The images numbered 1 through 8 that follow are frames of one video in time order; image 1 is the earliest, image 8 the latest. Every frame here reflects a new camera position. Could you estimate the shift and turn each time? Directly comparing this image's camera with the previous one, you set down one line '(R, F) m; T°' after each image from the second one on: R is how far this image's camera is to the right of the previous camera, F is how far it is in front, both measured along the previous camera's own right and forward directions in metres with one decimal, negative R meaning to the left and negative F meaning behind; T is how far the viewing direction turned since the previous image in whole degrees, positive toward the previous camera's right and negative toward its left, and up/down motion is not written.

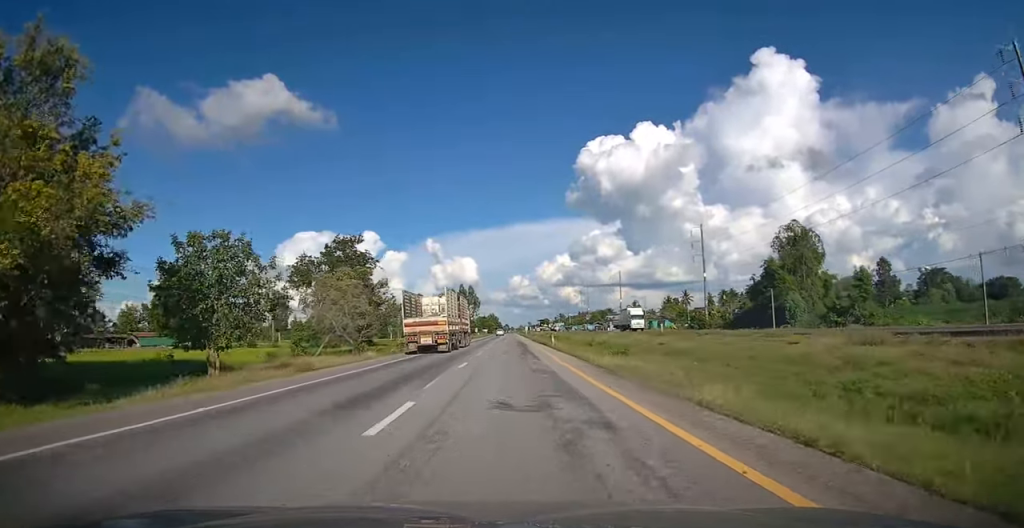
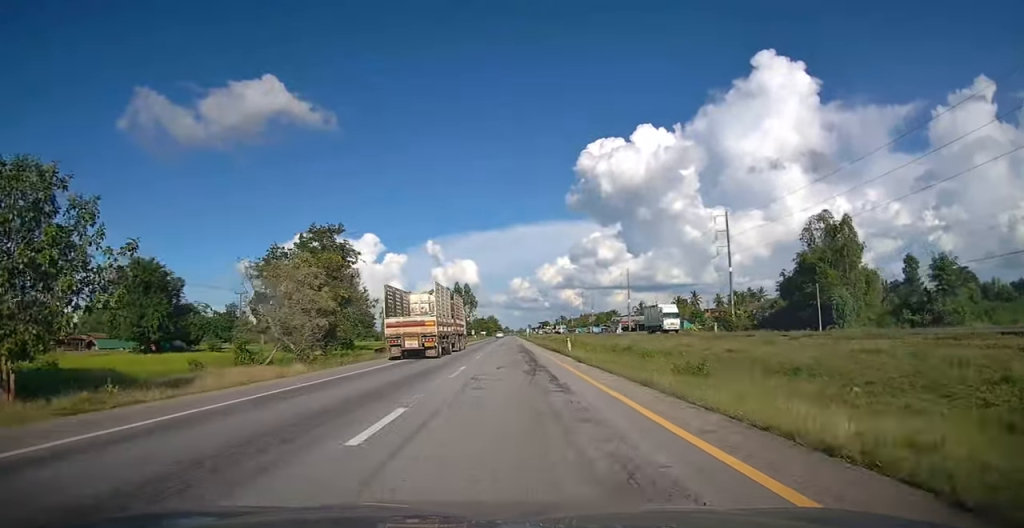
(0.0, +12.7) m; 0°
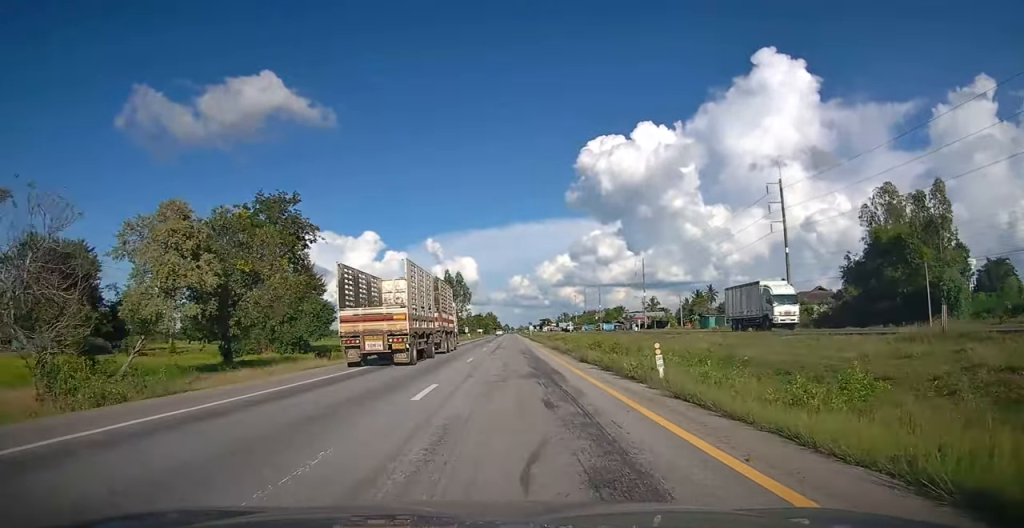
(0.0, +20.2) m; 0°
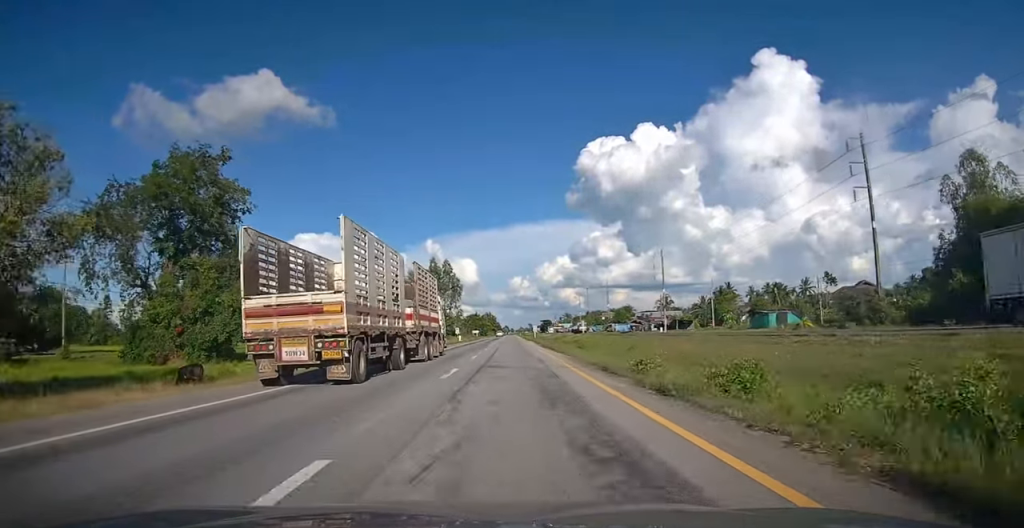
(-0.1, +19.8) m; 0°
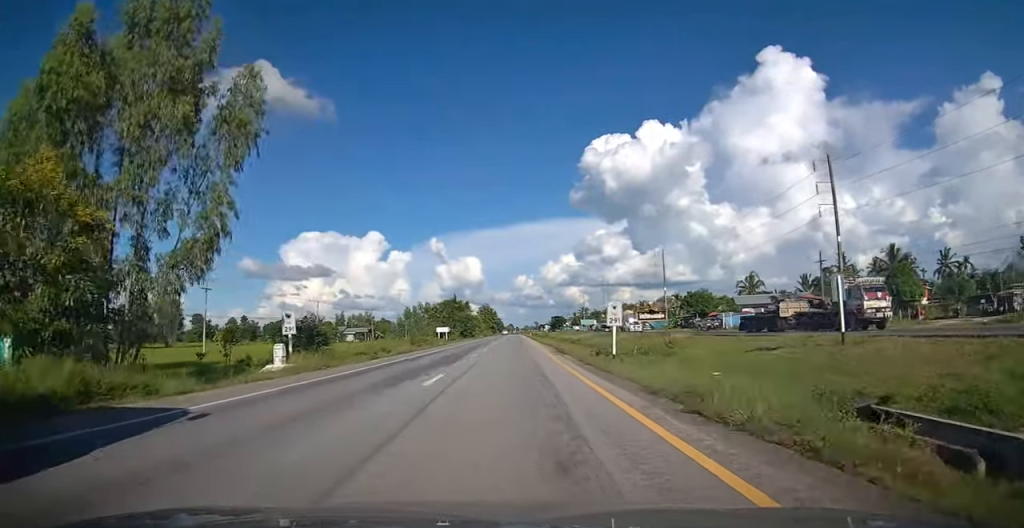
(-0.2, +73.8) m; -1°
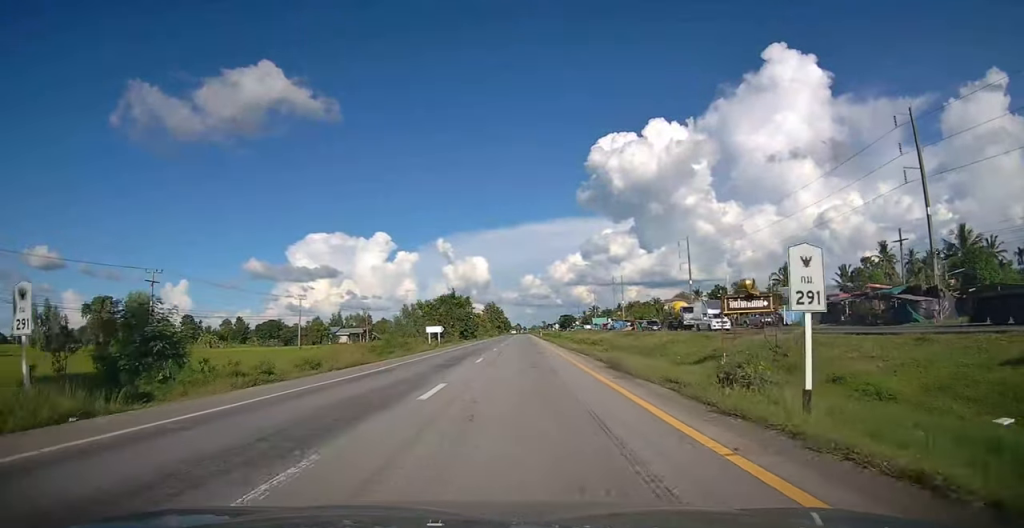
(+0.1, +14.6) m; 0°
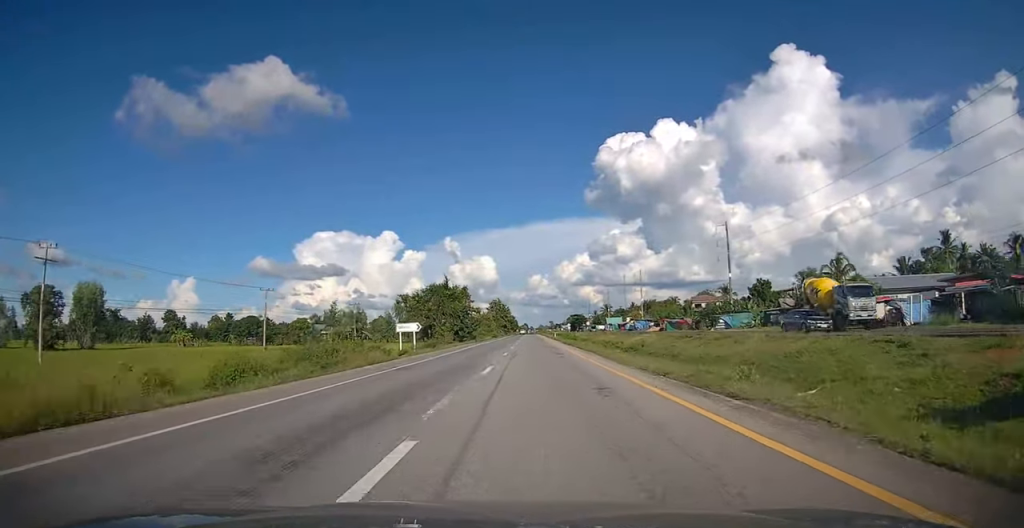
(0.0, +18.8) m; 0°
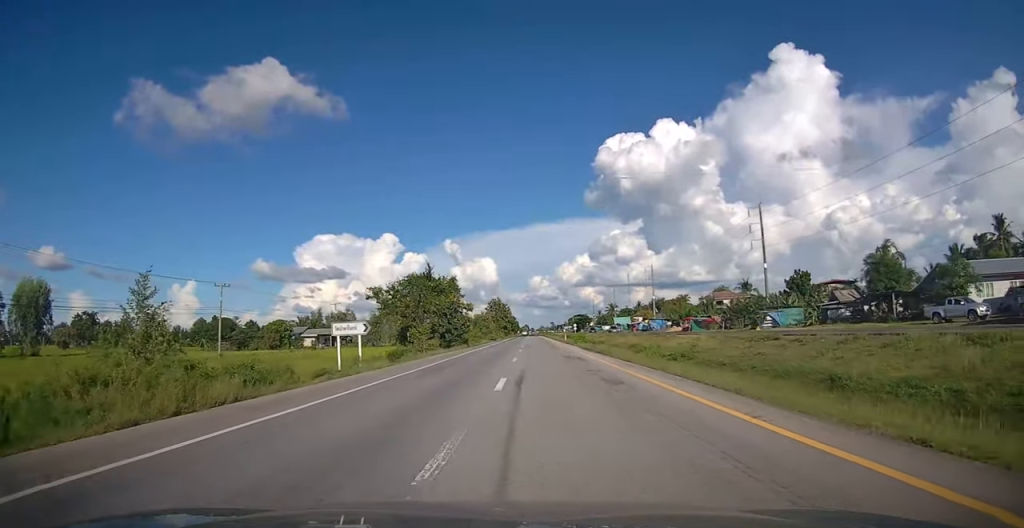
(0.0, +15.0) m; 0°
